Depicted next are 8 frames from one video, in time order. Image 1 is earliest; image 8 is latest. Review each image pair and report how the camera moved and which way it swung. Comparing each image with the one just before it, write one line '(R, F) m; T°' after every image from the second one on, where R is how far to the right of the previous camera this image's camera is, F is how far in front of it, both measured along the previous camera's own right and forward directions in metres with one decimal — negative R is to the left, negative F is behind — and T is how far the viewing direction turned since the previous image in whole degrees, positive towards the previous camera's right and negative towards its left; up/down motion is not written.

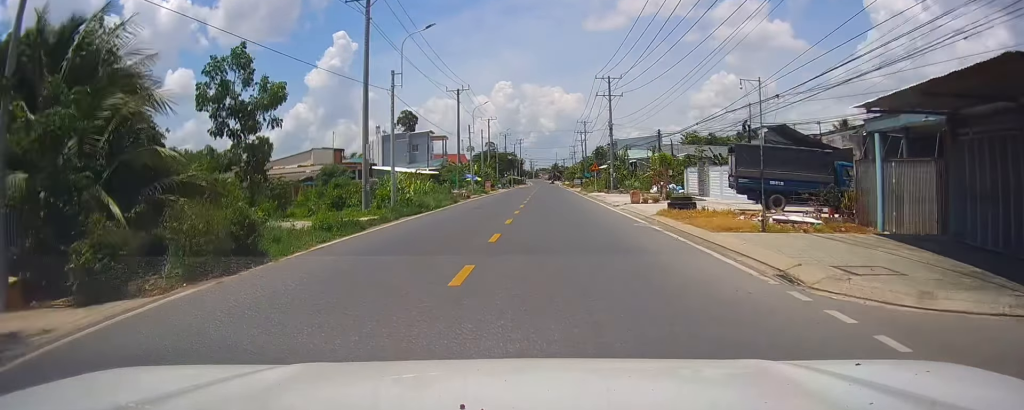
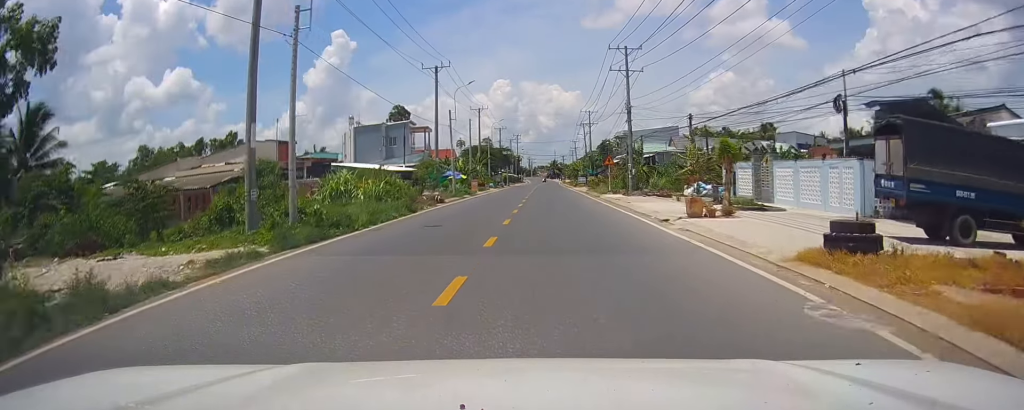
(+0.4, +13.5) m; +1°
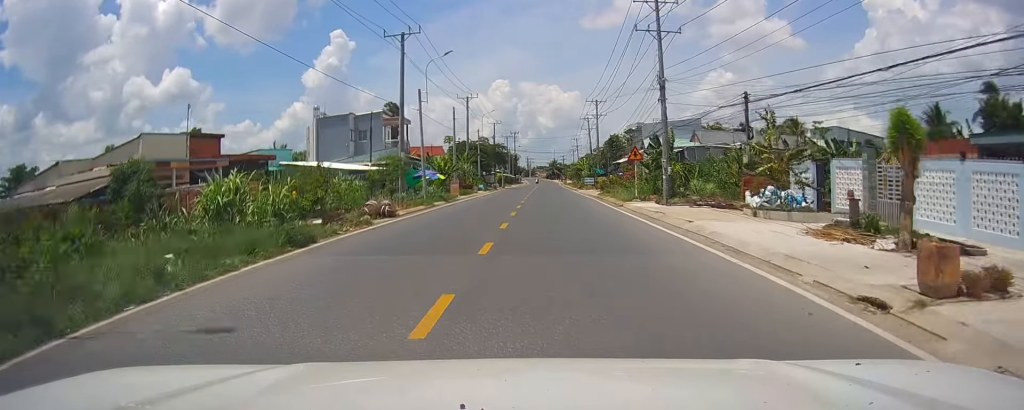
(-0.3, +13.1) m; 0°
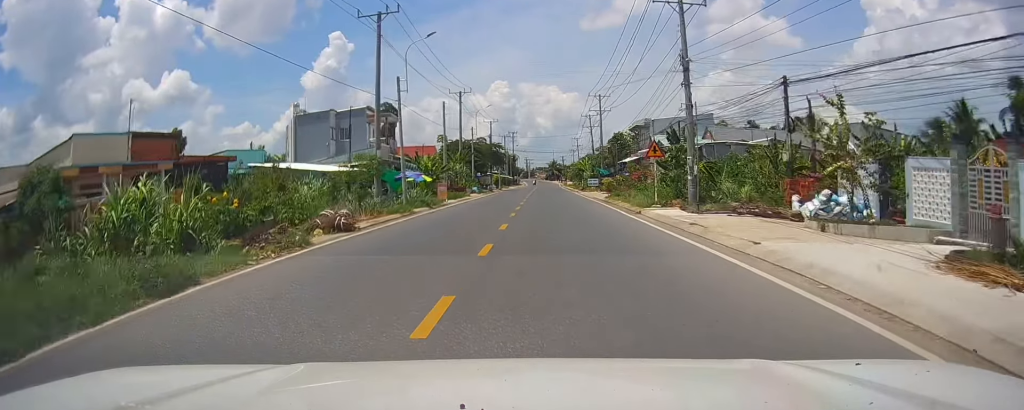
(+0.1, +6.8) m; 0°
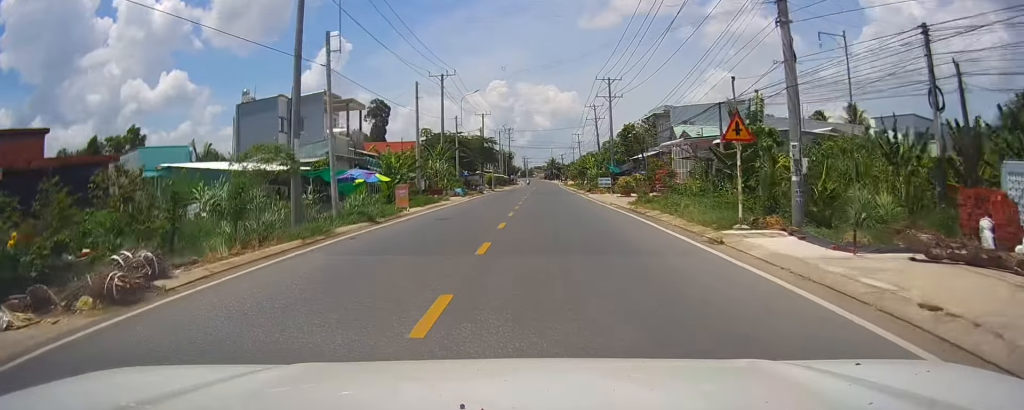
(+0.1, +11.6) m; -1°
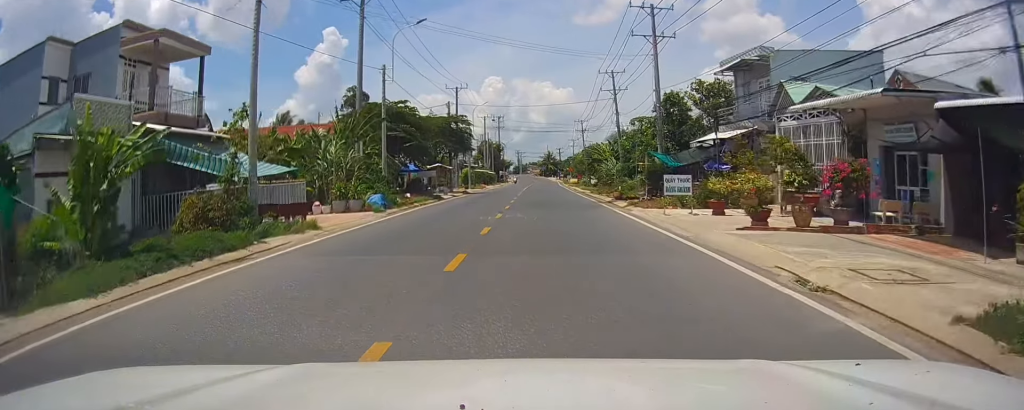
(-0.2, +27.0) m; +1°
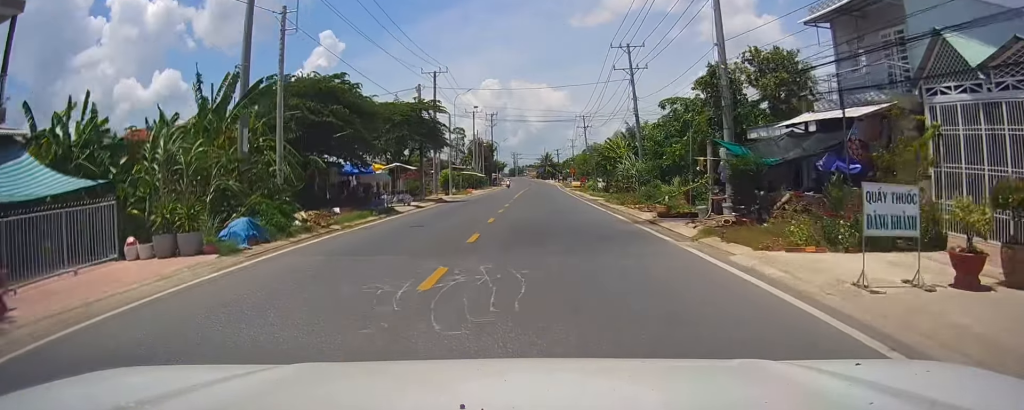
(+0.1, +13.3) m; 0°
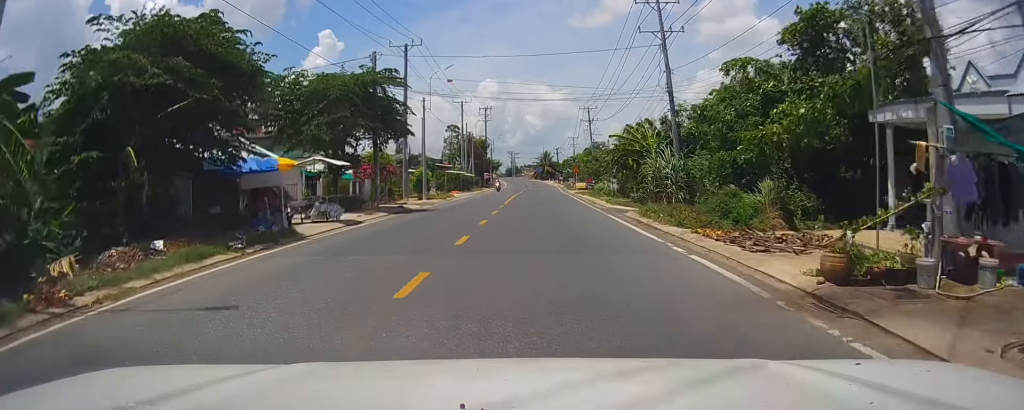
(-0.2, +13.2) m; +1°
